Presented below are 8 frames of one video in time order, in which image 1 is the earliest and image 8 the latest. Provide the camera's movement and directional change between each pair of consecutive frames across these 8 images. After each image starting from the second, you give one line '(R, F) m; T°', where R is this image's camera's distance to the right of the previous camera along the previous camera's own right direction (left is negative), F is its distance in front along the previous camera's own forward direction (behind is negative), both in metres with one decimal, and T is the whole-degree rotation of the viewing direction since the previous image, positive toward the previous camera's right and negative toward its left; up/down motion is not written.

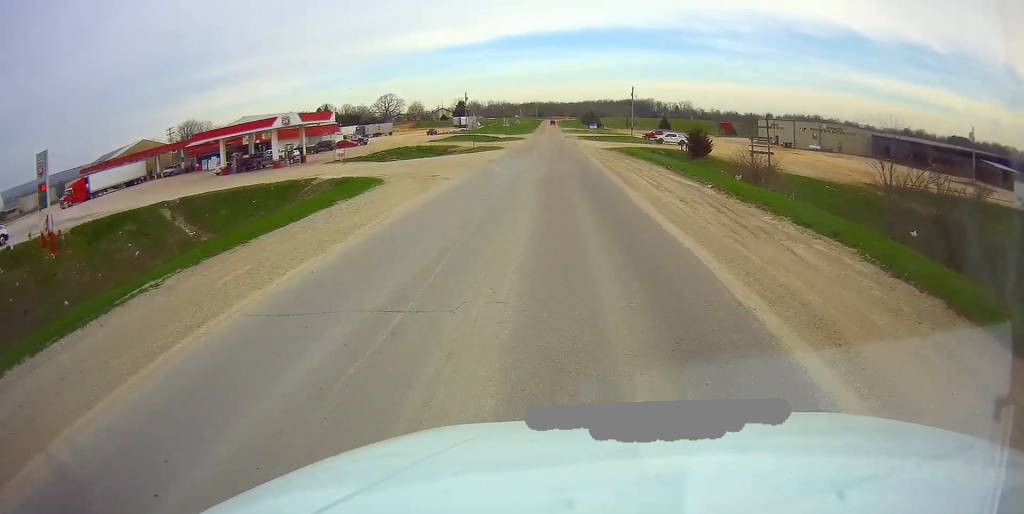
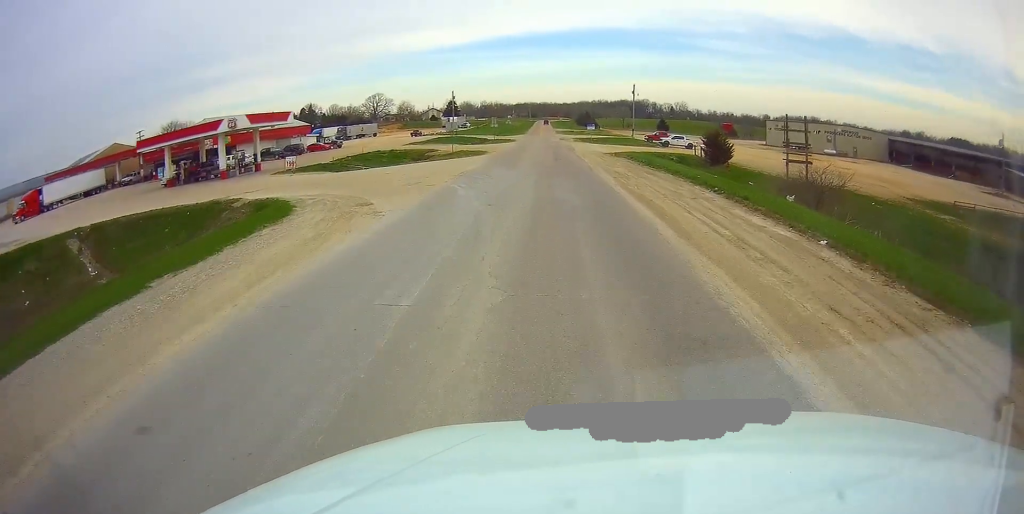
(0.0, +10.4) m; -2°
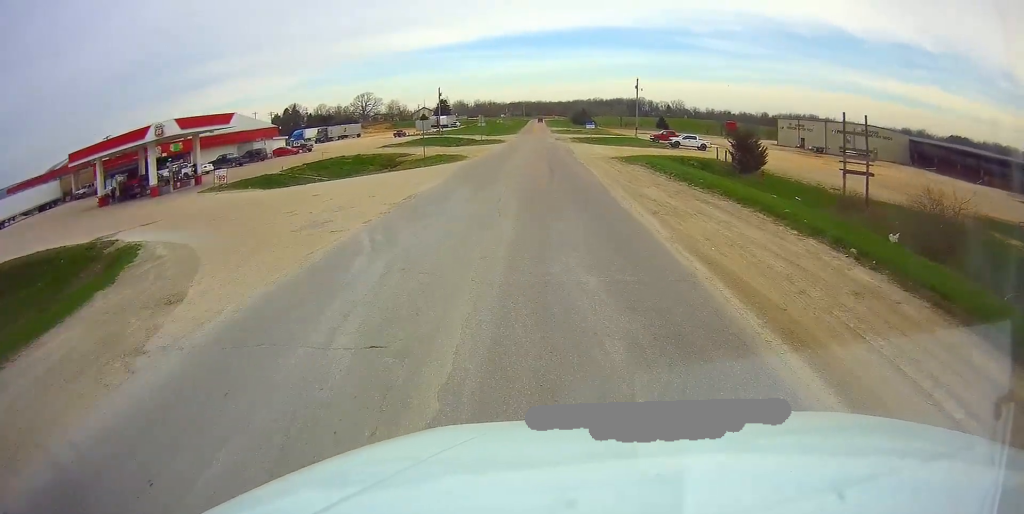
(-0.5, +10.7) m; 0°
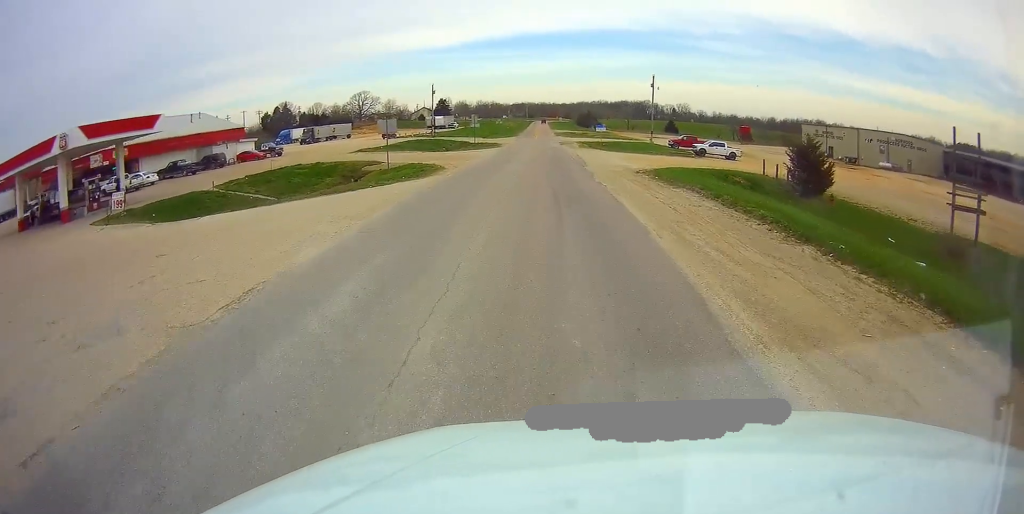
(+0.2, +11.4) m; +1°
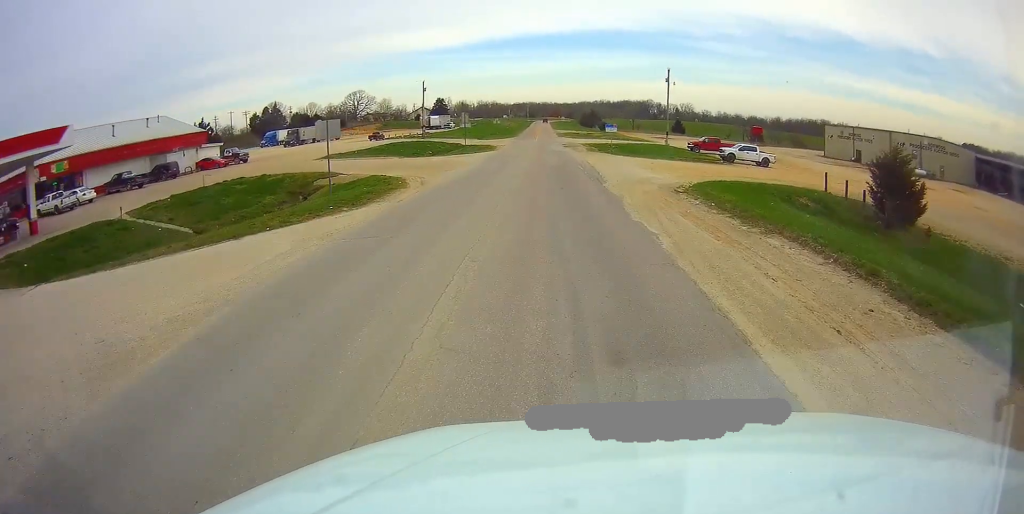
(+0.2, +9.9) m; +1°
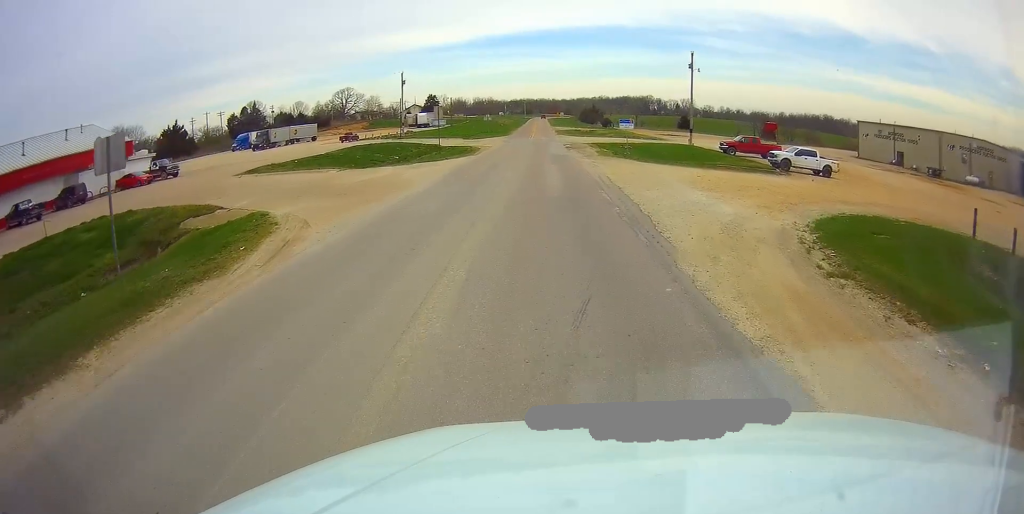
(-0.1, +13.7) m; 0°
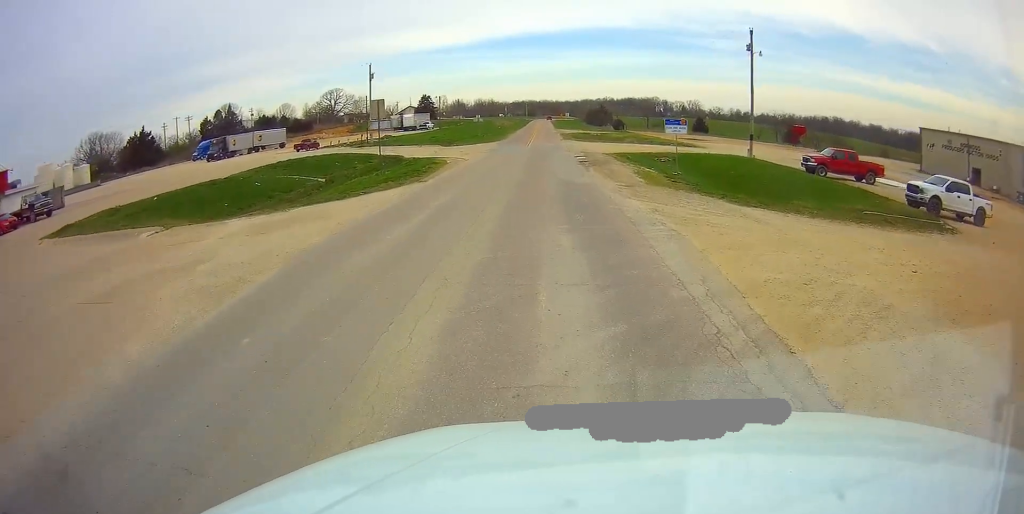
(+0.6, +18.0) m; -1°
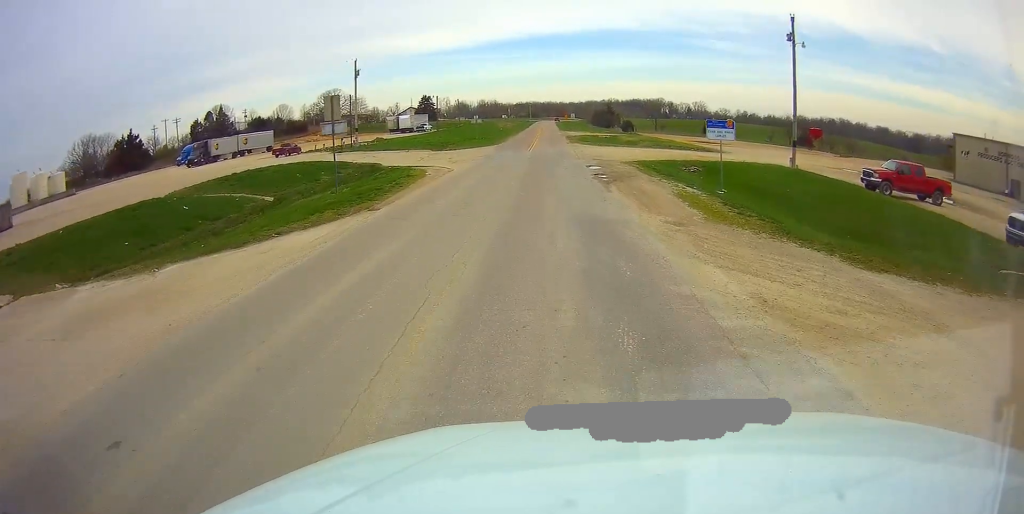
(-0.6, +7.1) m; -2°
